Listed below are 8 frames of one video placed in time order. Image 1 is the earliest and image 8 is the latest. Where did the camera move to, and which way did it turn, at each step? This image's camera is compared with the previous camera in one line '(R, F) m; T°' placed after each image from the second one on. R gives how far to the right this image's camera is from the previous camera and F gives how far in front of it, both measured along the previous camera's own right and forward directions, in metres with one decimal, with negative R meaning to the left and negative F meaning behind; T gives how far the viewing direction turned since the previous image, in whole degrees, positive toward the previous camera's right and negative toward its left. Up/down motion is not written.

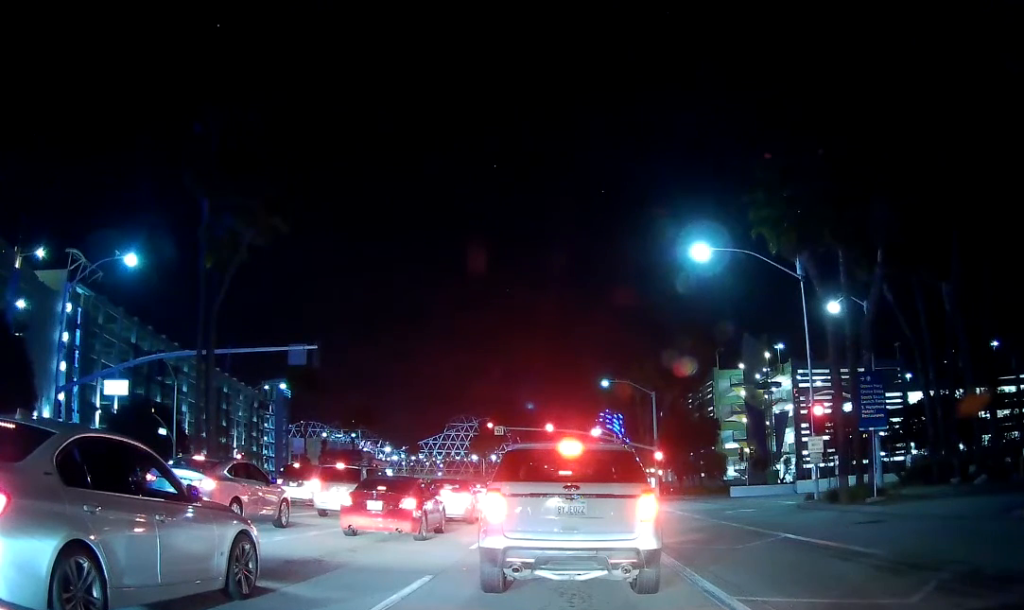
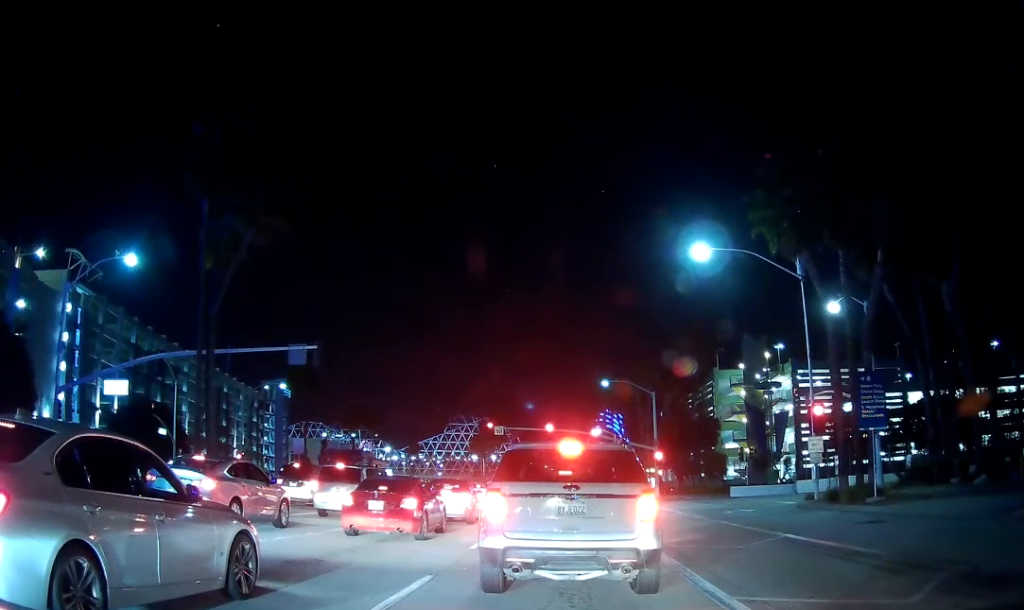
(0.0, 0.0) m; 0°
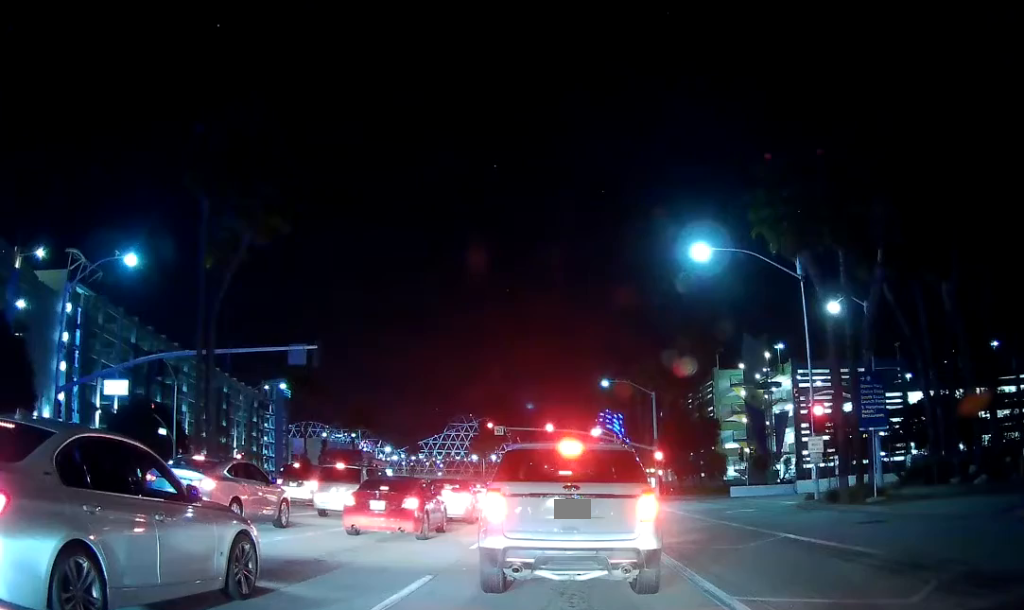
(0.0, 0.0) m; 0°
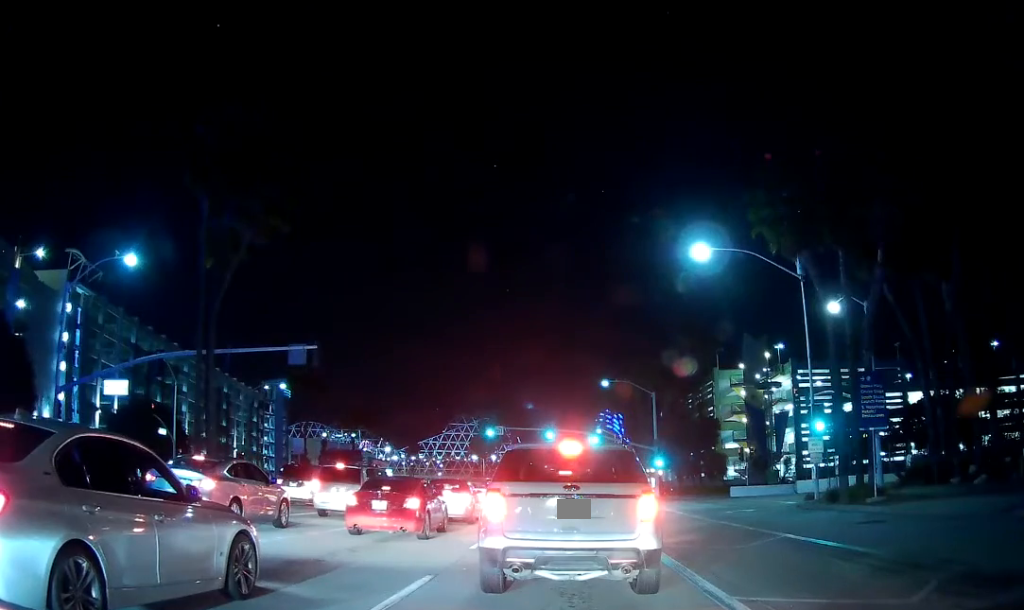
(0.0, 0.0) m; 0°
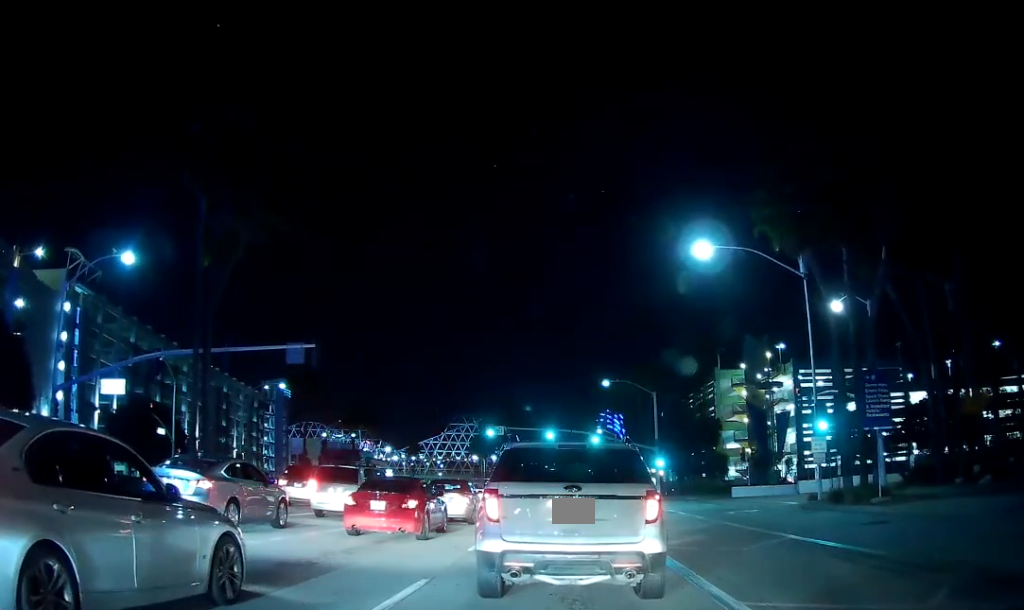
(0.0, 0.0) m; 0°
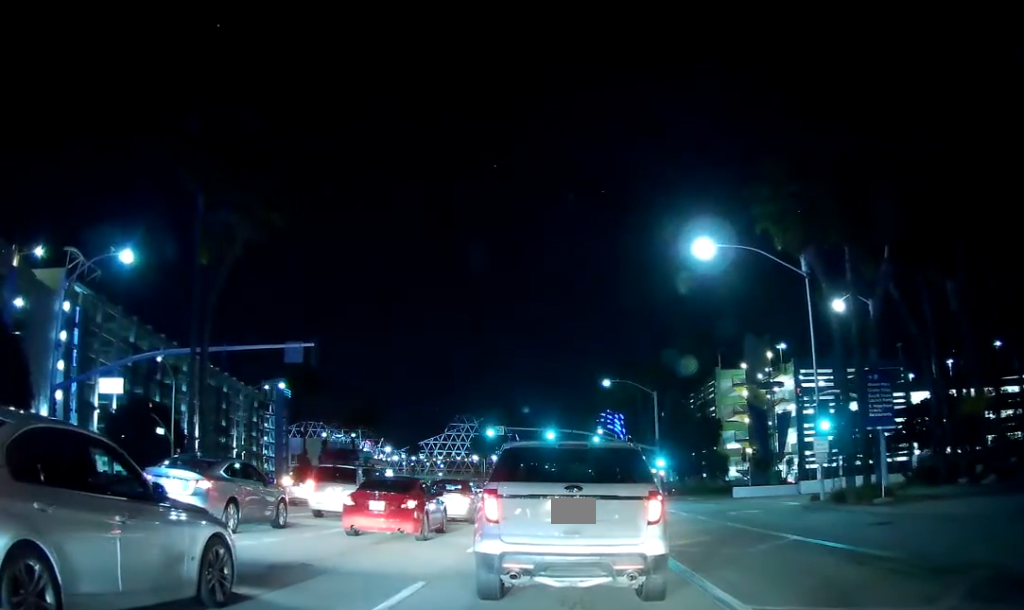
(+0.1, 0.0) m; 0°
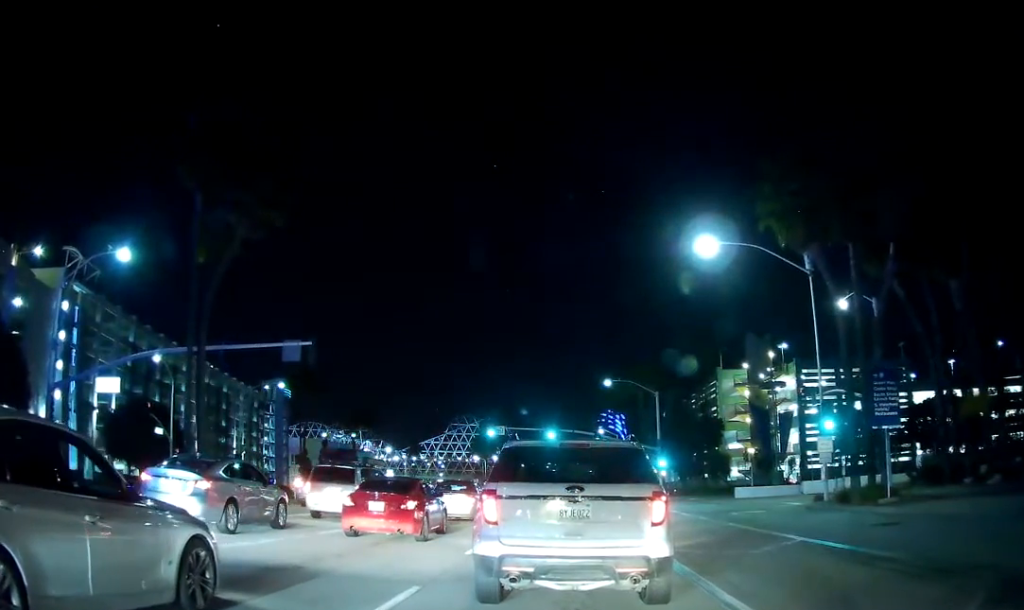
(+0.2, +0.1) m; 0°
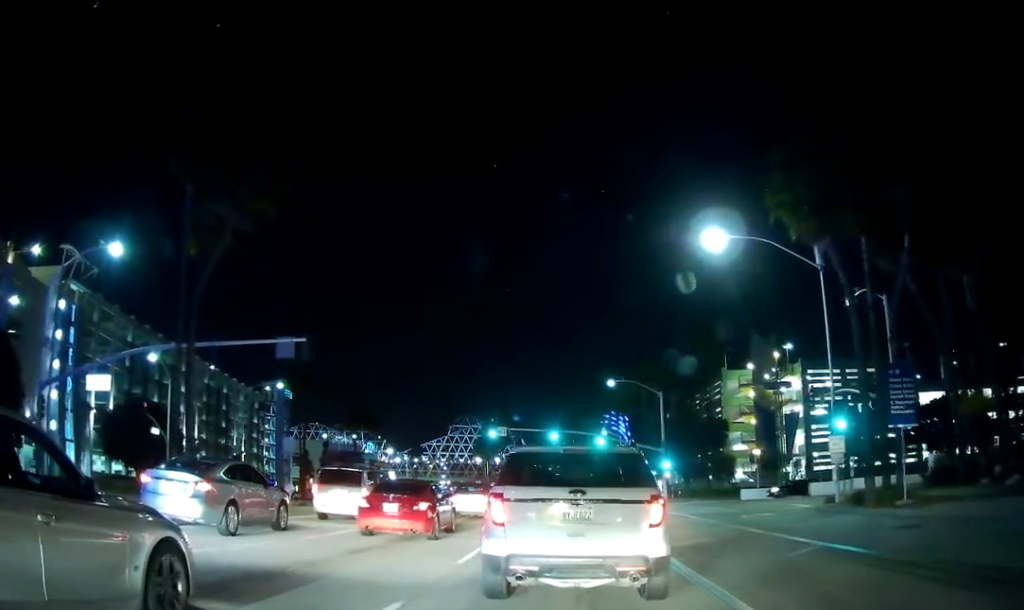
(+0.5, +0.7) m; 0°
